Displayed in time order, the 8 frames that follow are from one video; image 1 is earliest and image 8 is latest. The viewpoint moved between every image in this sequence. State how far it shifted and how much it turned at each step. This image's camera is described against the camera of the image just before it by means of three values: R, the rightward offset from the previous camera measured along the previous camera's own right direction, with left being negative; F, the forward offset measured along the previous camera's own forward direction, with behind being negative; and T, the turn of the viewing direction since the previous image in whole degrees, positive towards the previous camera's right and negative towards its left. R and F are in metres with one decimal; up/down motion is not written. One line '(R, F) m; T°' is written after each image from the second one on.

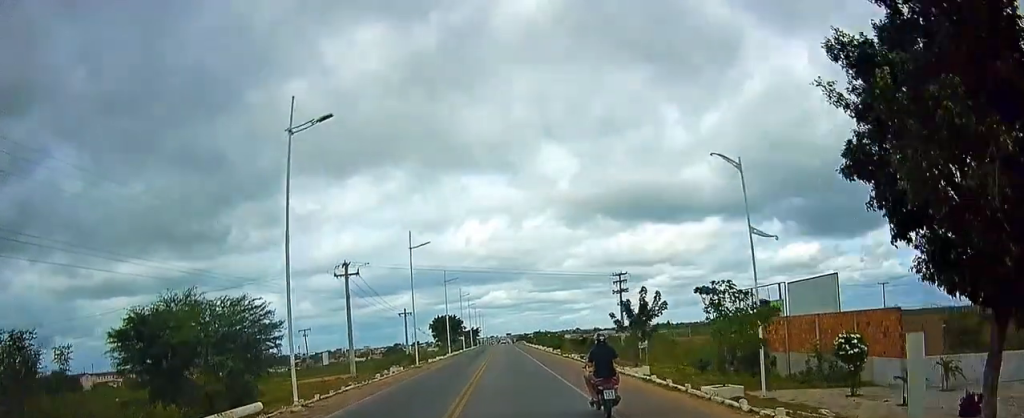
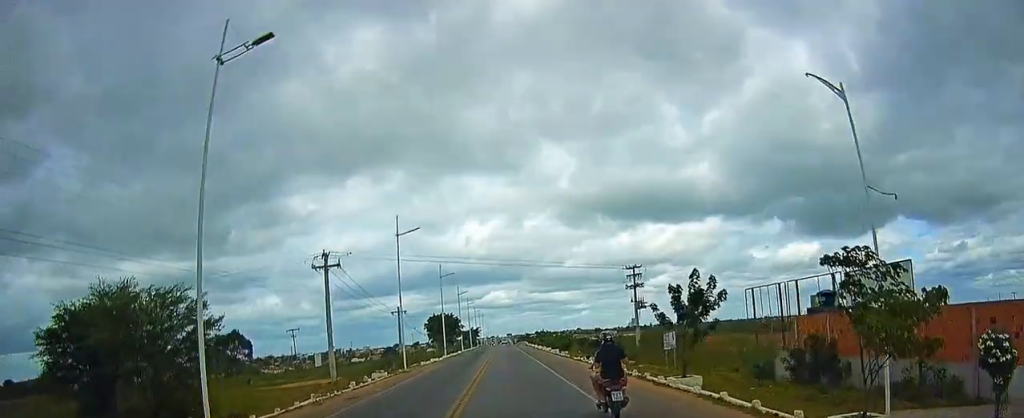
(+0.1, +5.9) m; 0°
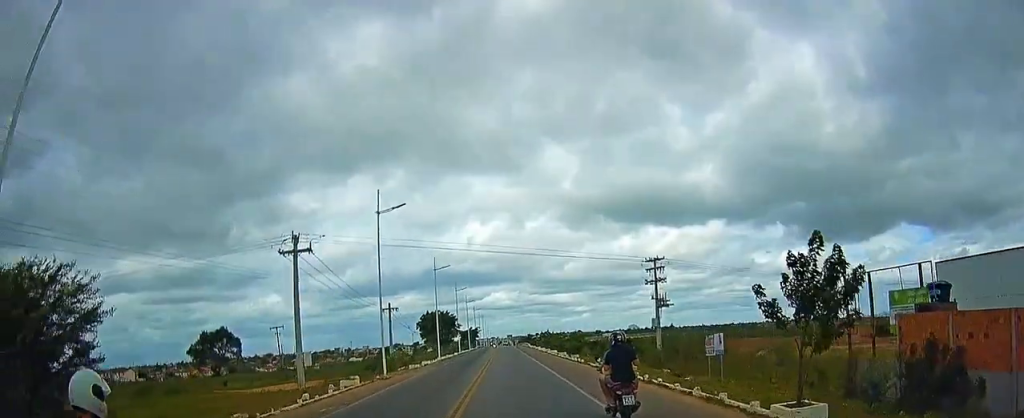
(0.0, +6.9) m; -1°
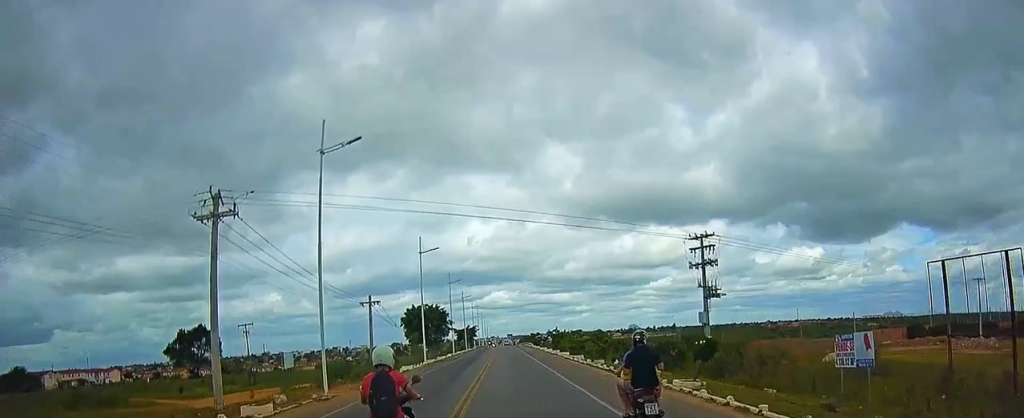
(-0.2, +11.1) m; -3°
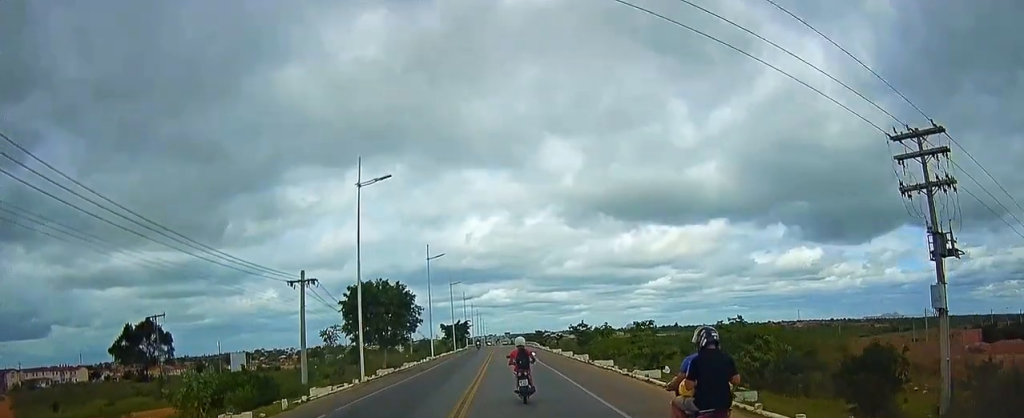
(-0.4, +22.1) m; 0°
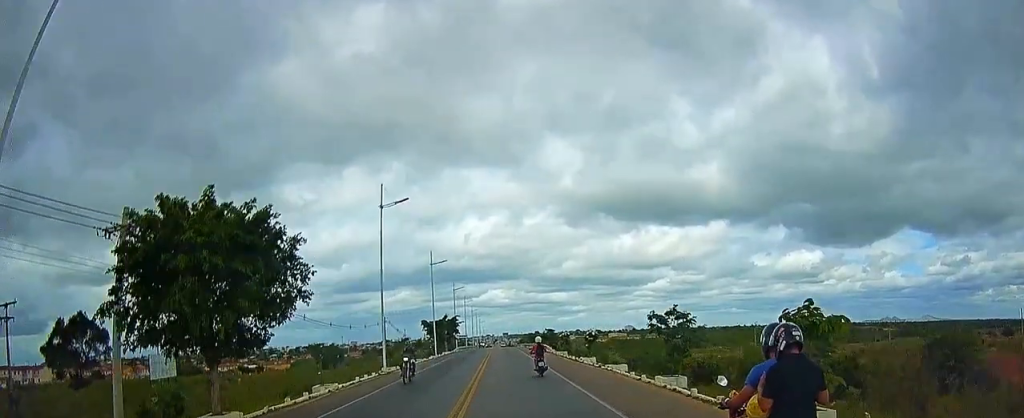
(+0.4, +24.3) m; +1°
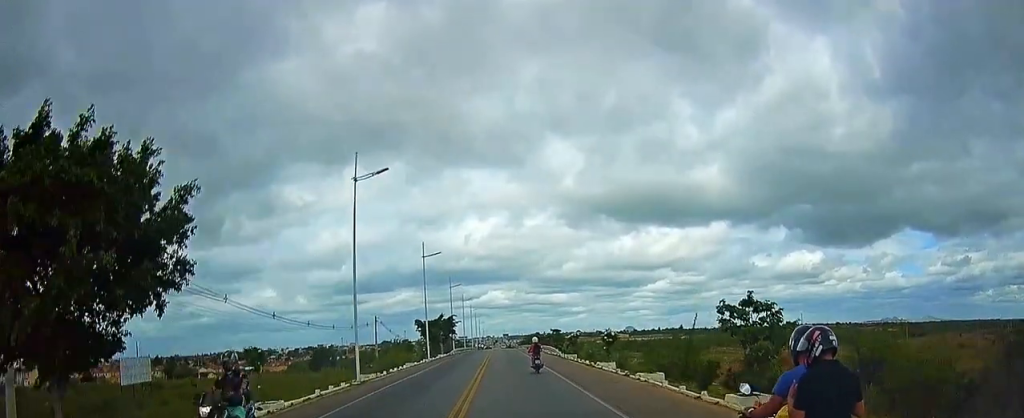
(+0.1, +6.8) m; 0°
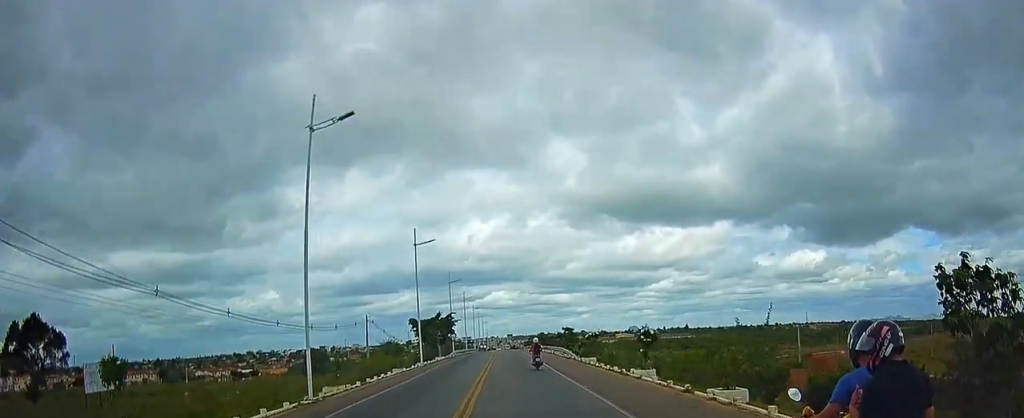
(0.0, +7.8) m; 0°
